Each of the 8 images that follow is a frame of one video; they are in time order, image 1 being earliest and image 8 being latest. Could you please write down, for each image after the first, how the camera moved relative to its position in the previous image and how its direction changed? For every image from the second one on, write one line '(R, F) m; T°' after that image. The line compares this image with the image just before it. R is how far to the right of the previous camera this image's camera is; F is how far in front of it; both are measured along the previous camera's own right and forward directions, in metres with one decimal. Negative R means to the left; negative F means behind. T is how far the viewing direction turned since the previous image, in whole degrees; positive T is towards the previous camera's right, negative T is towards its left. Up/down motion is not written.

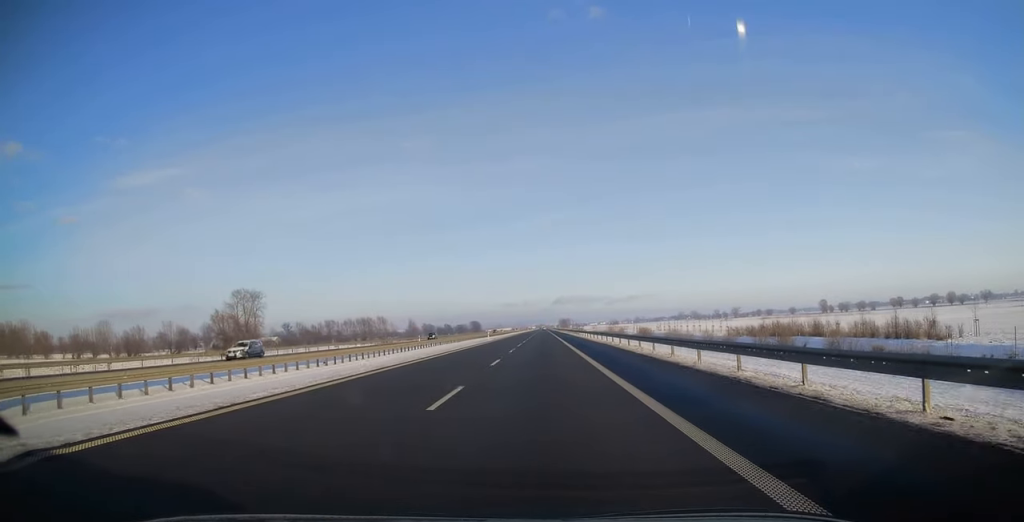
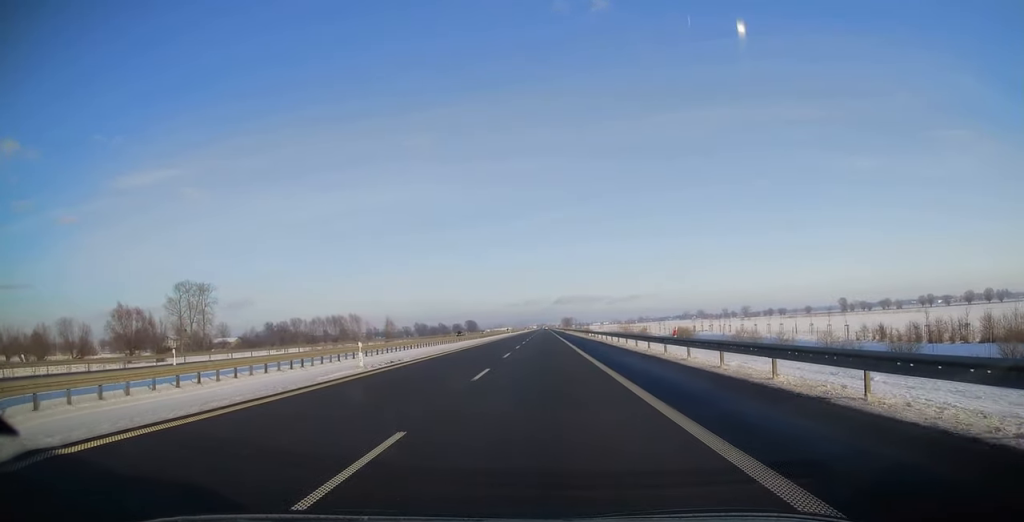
(-0.5, +54.1) m; 0°
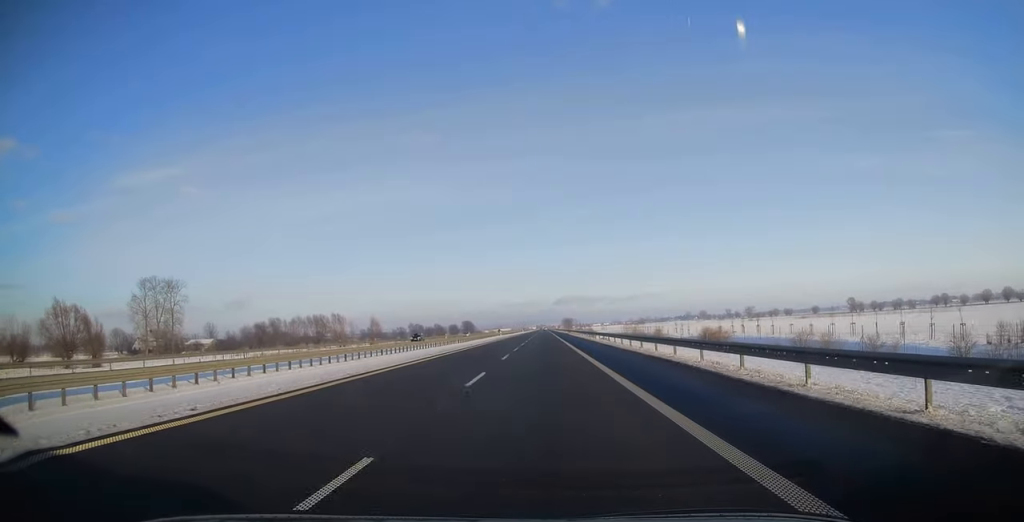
(+0.1, +25.5) m; 0°
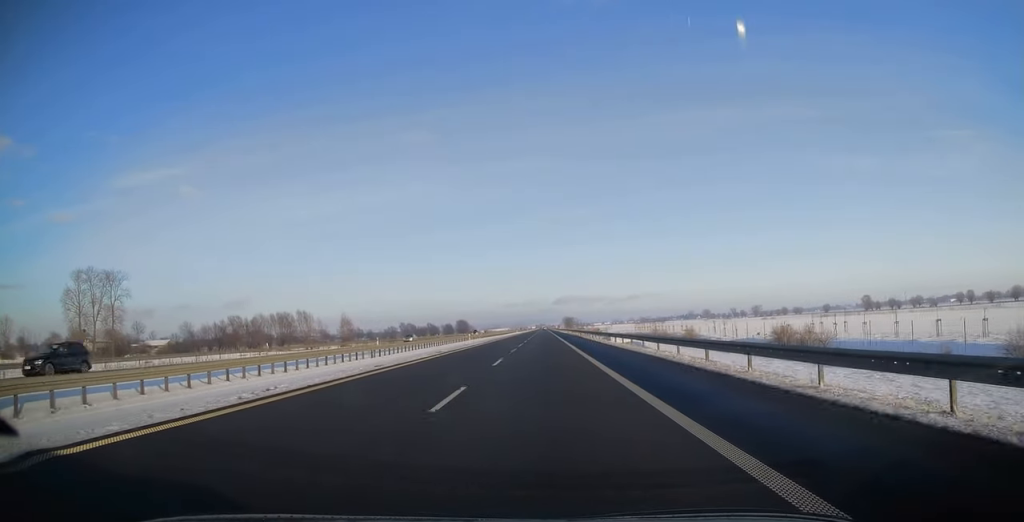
(+0.1, +40.4) m; 0°
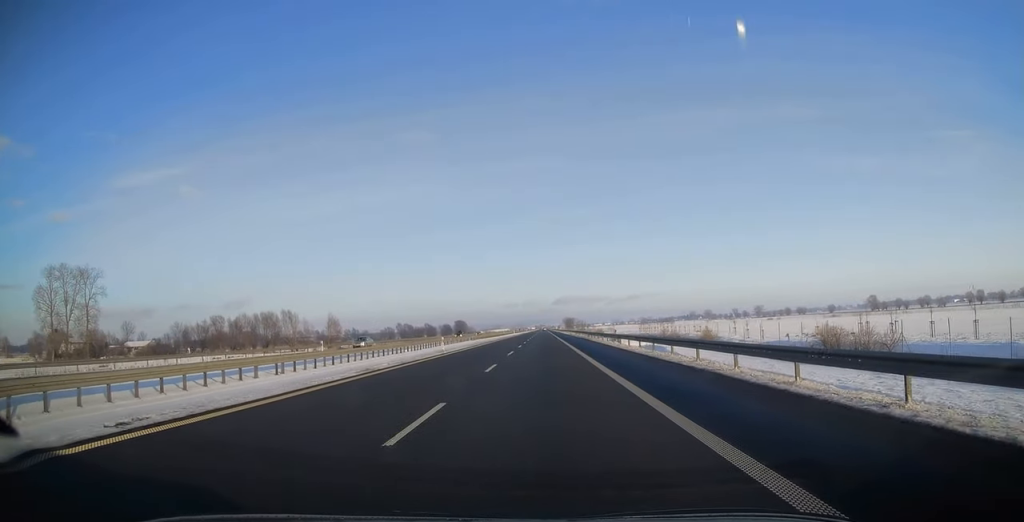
(-0.1, +14.8) m; 0°
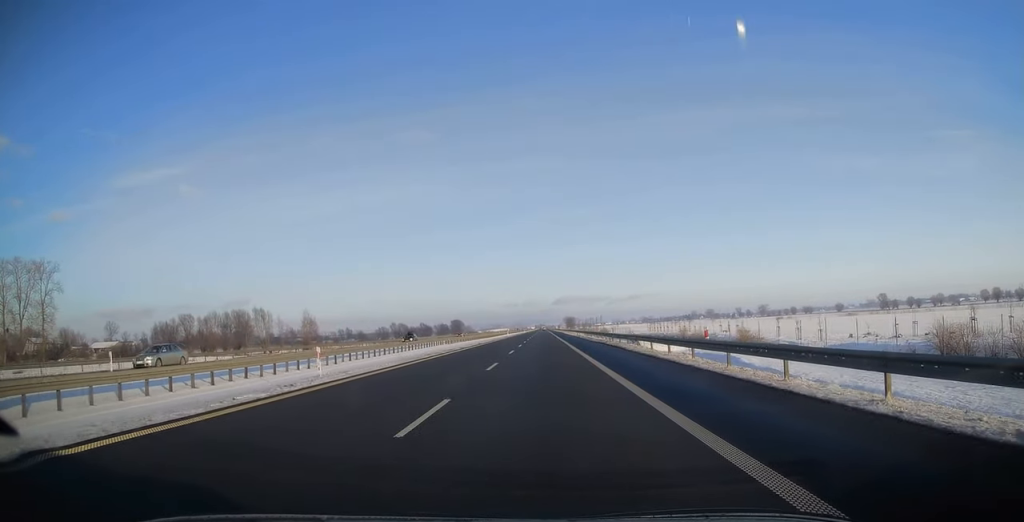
(0.0, +23.4) m; +1°
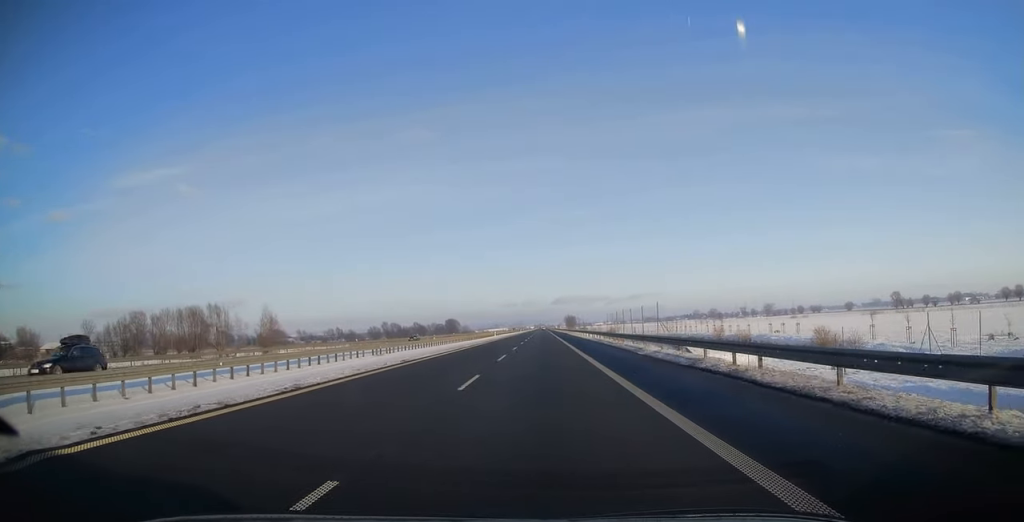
(+0.3, +30.3) m; 0°
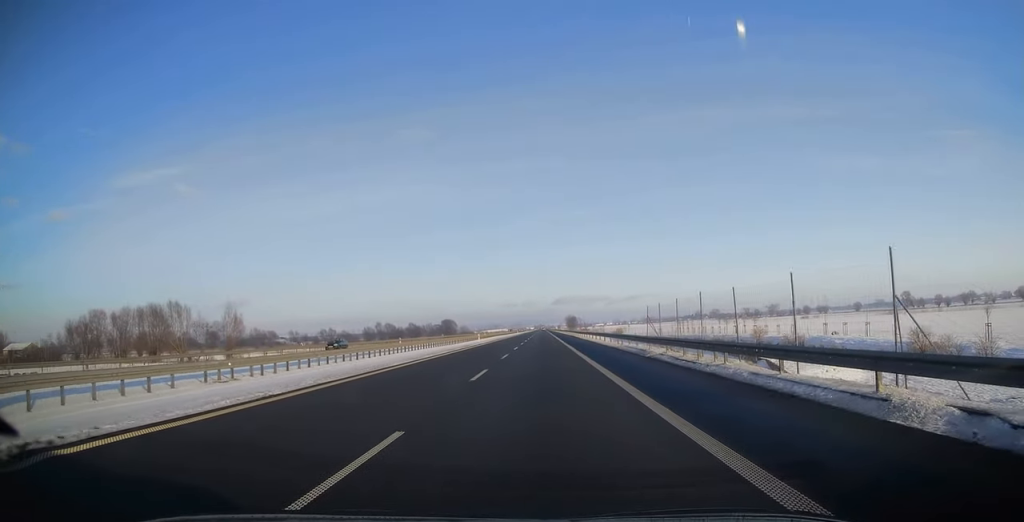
(0.0, +21.2) m; 0°
